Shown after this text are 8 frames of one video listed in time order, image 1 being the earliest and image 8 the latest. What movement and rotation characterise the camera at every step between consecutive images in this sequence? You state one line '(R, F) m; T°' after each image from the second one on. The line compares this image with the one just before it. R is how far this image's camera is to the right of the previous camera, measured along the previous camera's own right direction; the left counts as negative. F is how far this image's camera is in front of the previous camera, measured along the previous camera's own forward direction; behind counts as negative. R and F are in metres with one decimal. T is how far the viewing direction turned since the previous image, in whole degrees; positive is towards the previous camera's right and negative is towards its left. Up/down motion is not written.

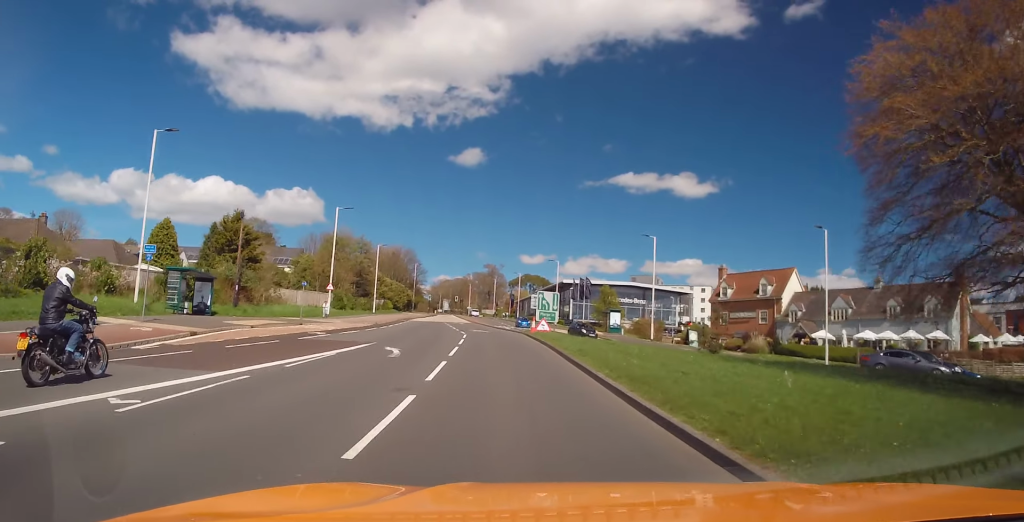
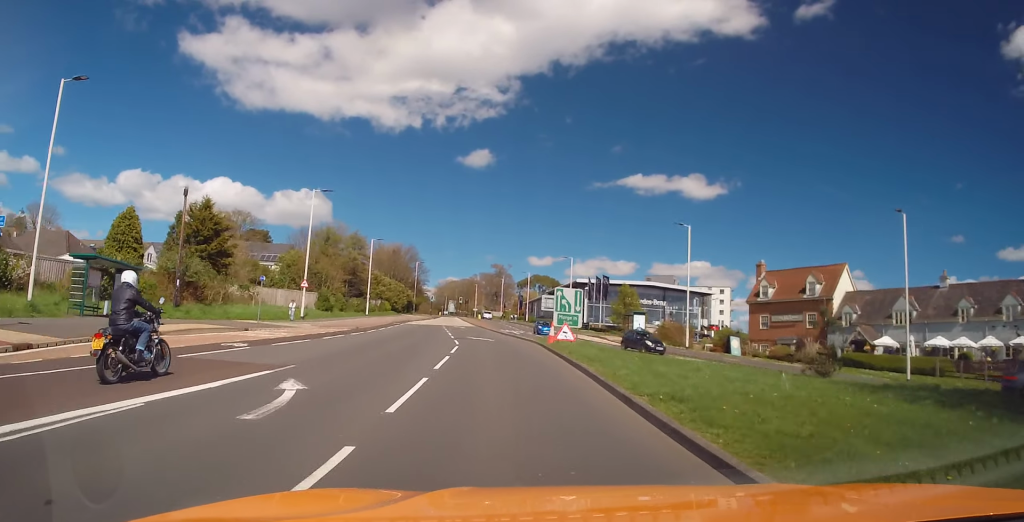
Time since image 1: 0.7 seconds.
(0.0, +9.5) m; -1°
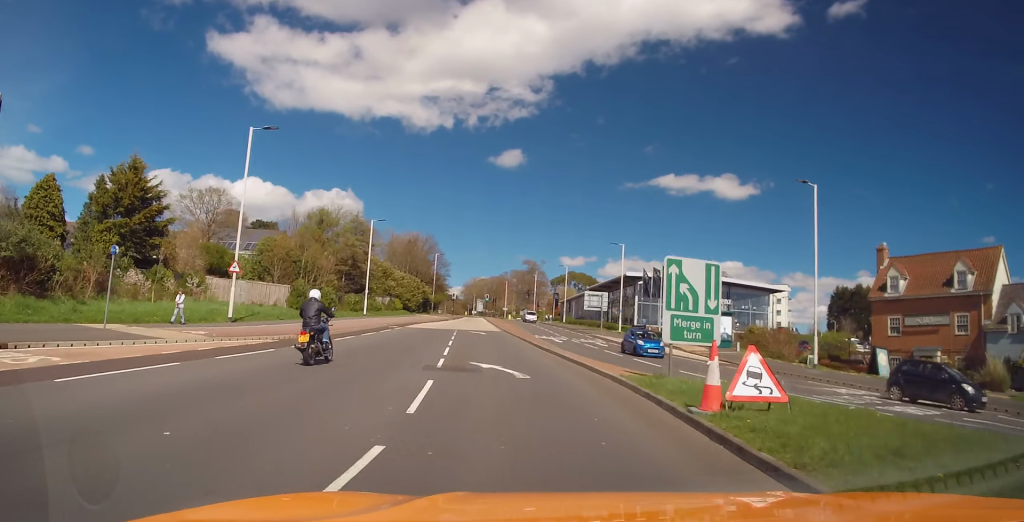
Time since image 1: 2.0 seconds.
(-0.6, +17.7) m; -4°
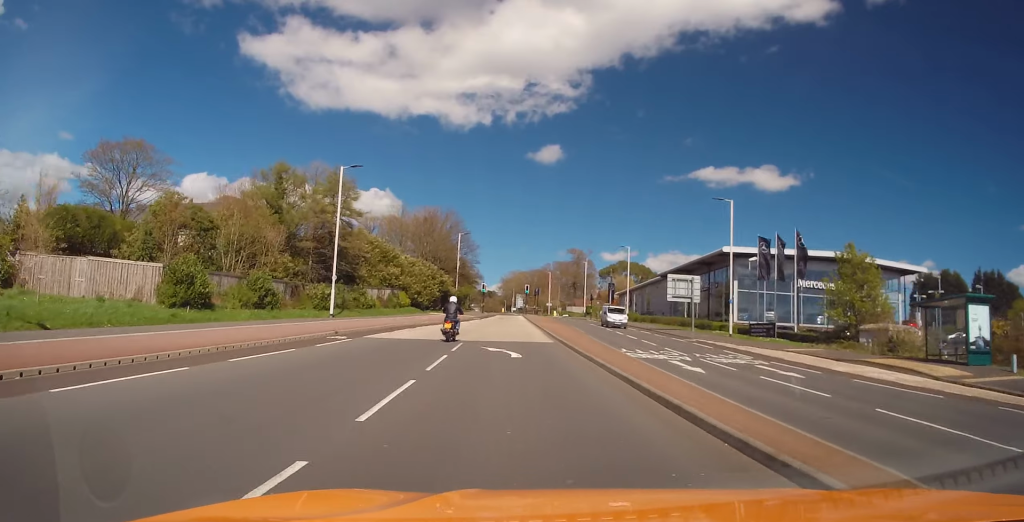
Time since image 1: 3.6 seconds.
(-0.9, +24.6) m; -3°
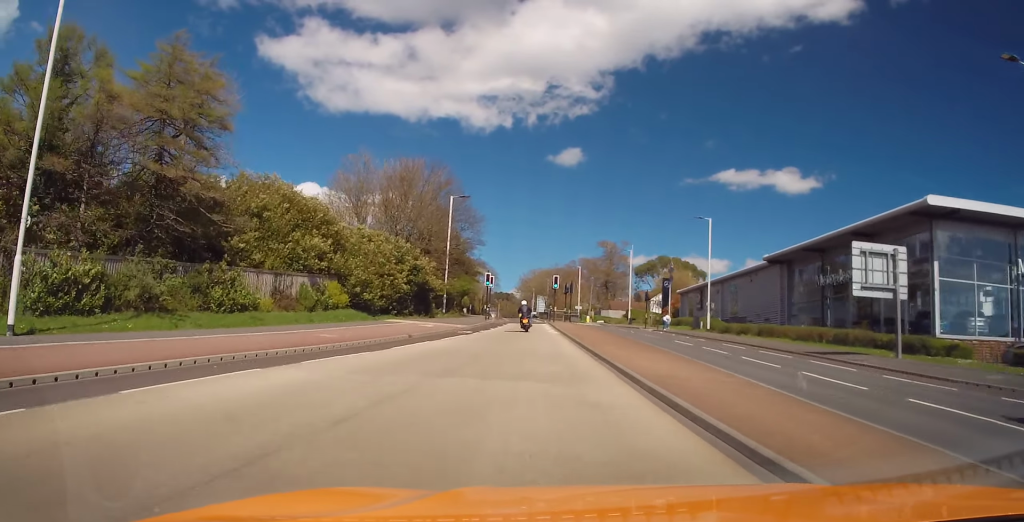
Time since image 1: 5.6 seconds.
(-0.1, +29.7) m; -1°
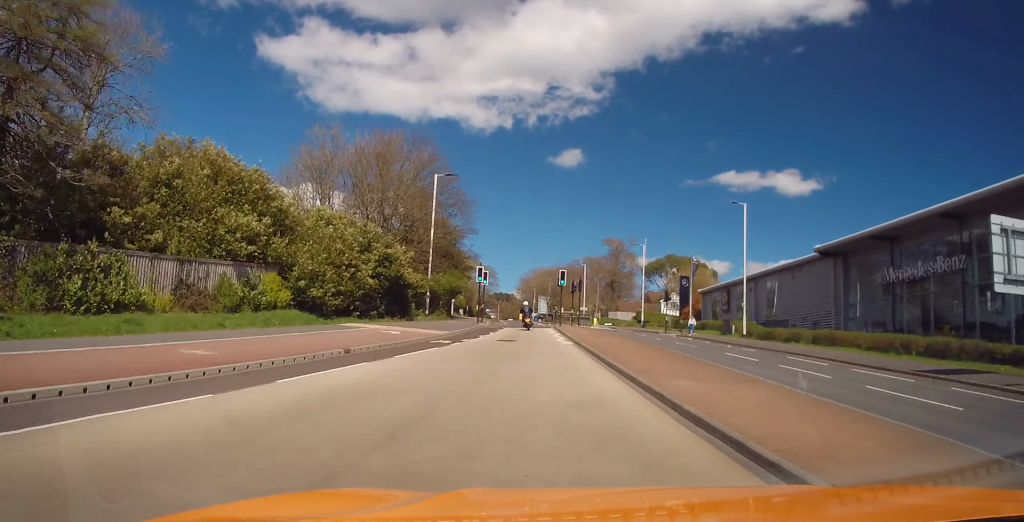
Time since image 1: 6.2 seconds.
(-0.2, +9.3) m; +1°
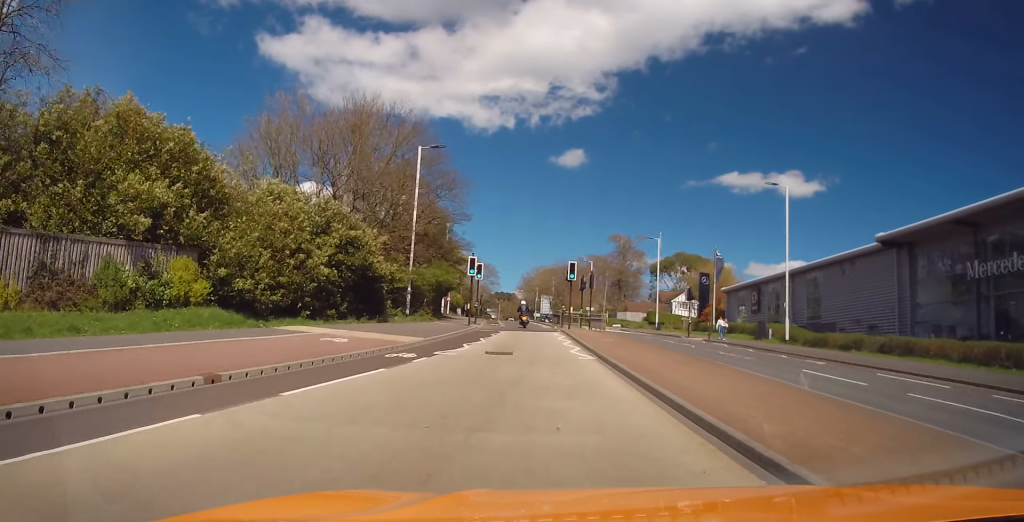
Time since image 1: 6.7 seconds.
(+0.1, +7.6) m; 0°
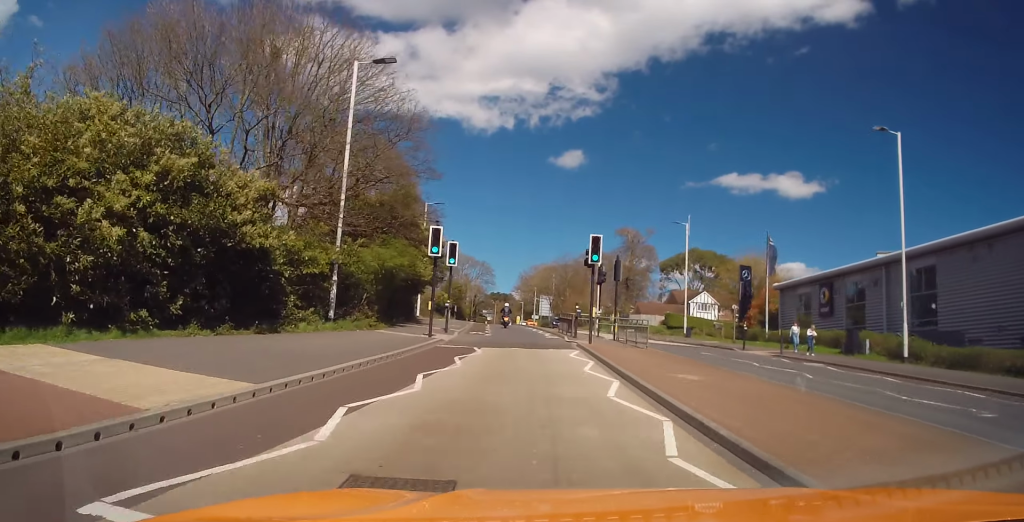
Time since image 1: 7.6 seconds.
(+0.3, +13.6) m; -1°
